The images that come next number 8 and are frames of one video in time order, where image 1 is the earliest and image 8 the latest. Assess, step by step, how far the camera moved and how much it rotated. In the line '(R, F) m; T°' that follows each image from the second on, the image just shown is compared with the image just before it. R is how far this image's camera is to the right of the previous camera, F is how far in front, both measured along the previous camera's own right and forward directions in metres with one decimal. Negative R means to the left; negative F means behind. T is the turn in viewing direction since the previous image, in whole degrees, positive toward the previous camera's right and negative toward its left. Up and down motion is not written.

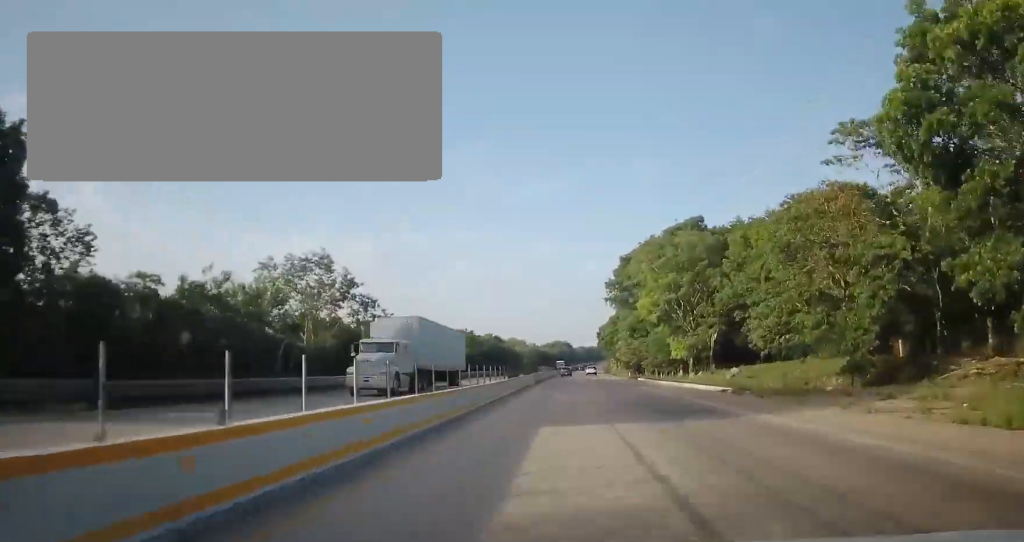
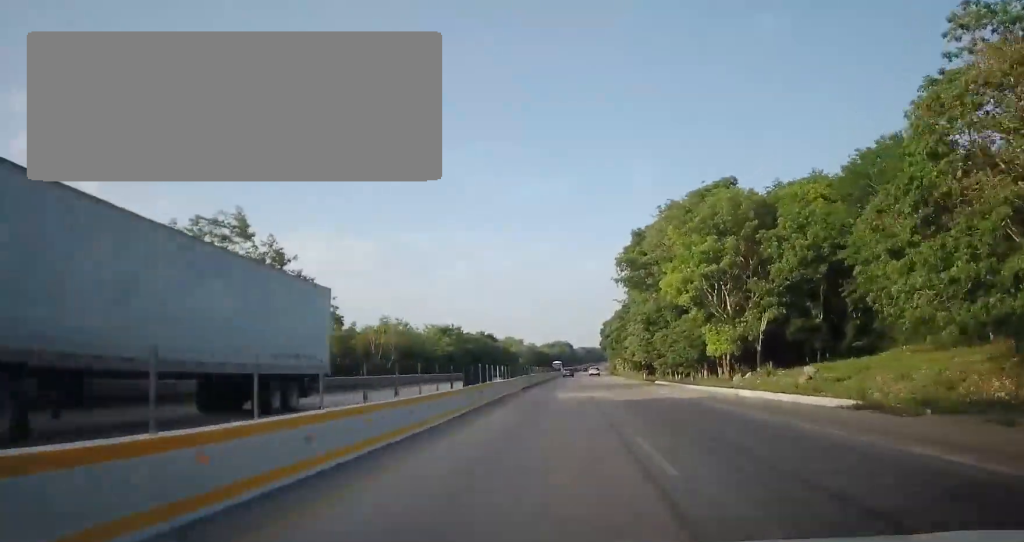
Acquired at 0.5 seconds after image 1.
(0.0, +15.0) m; 0°
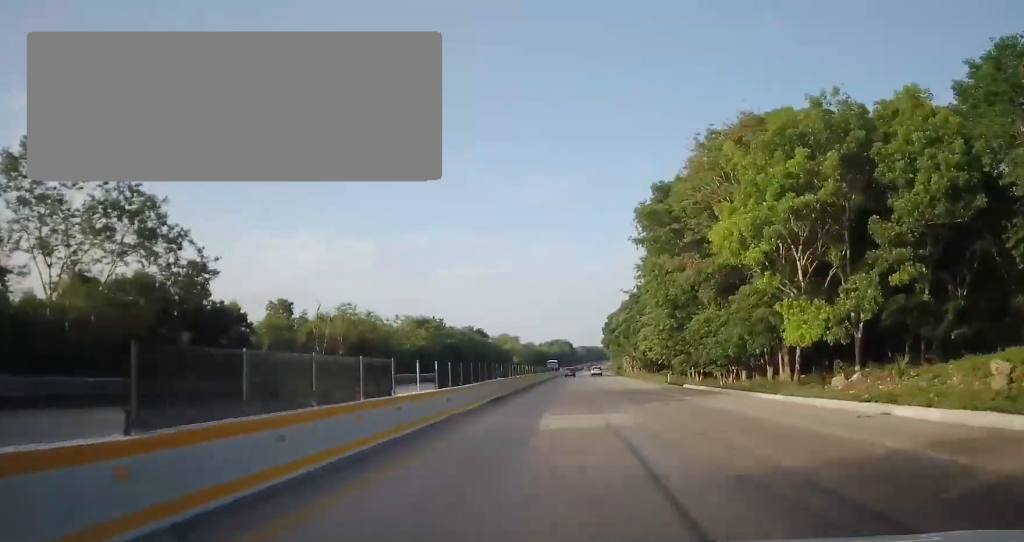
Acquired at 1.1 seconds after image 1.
(-0.2, +15.9) m; 0°
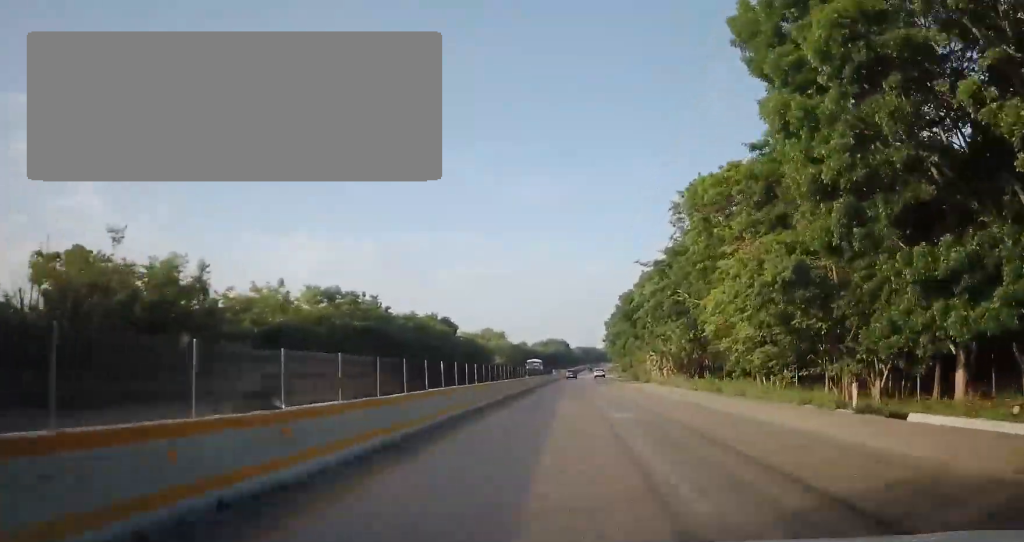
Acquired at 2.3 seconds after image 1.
(+0.2, +32.2) m; +1°
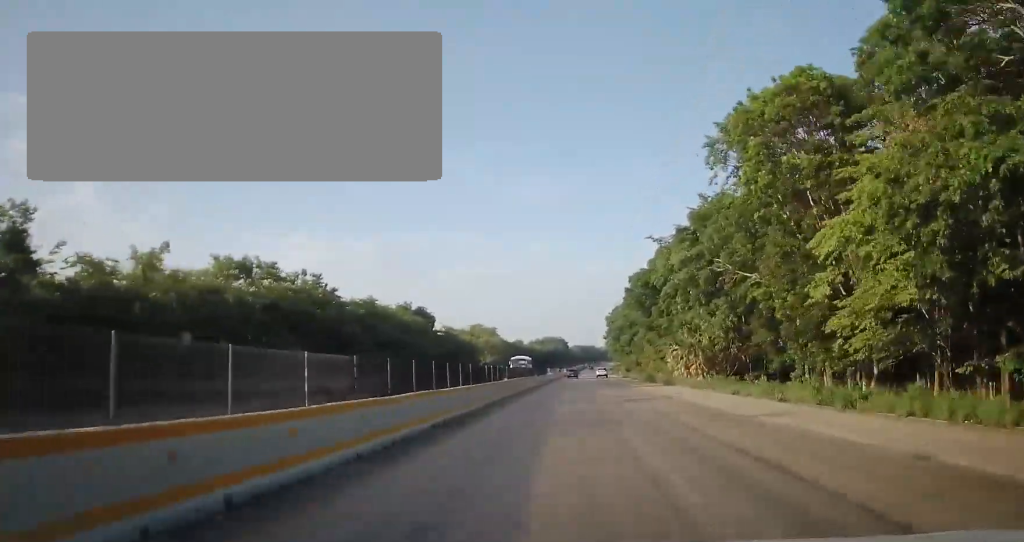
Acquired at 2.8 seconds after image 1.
(0.0, +14.9) m; 0°
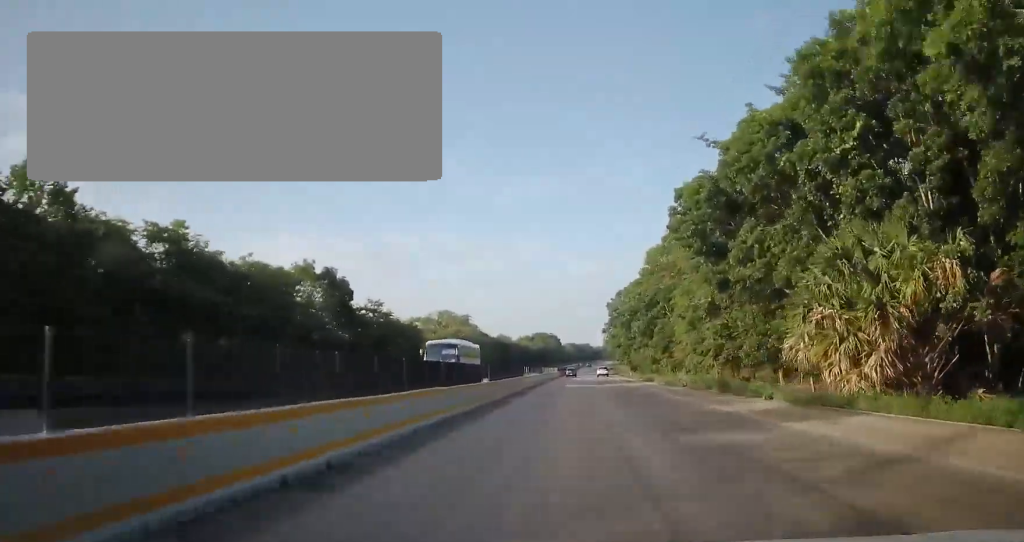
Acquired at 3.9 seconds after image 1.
(+0.2, +29.8) m; +1°
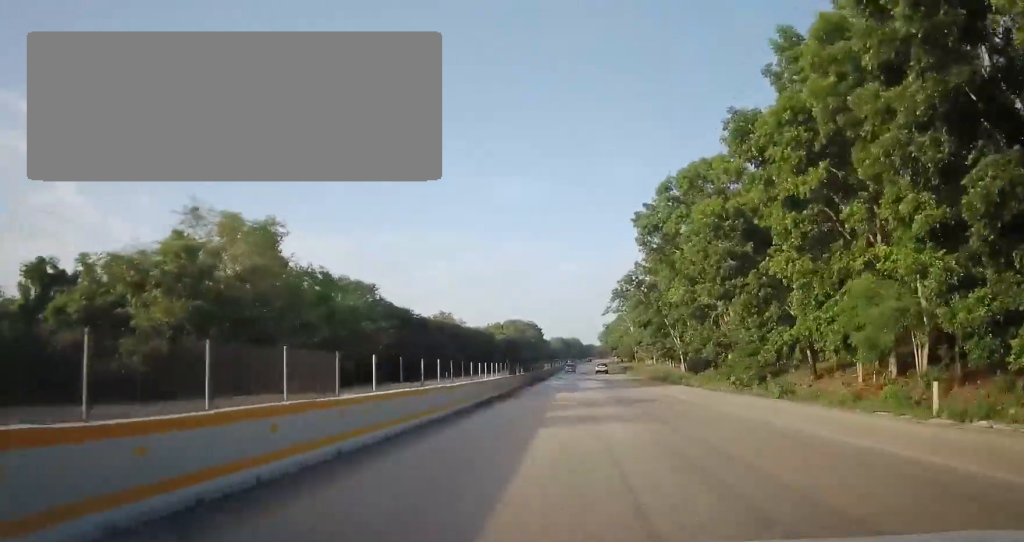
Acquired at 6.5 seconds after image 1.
(+0.2, +72.7) m; 0°
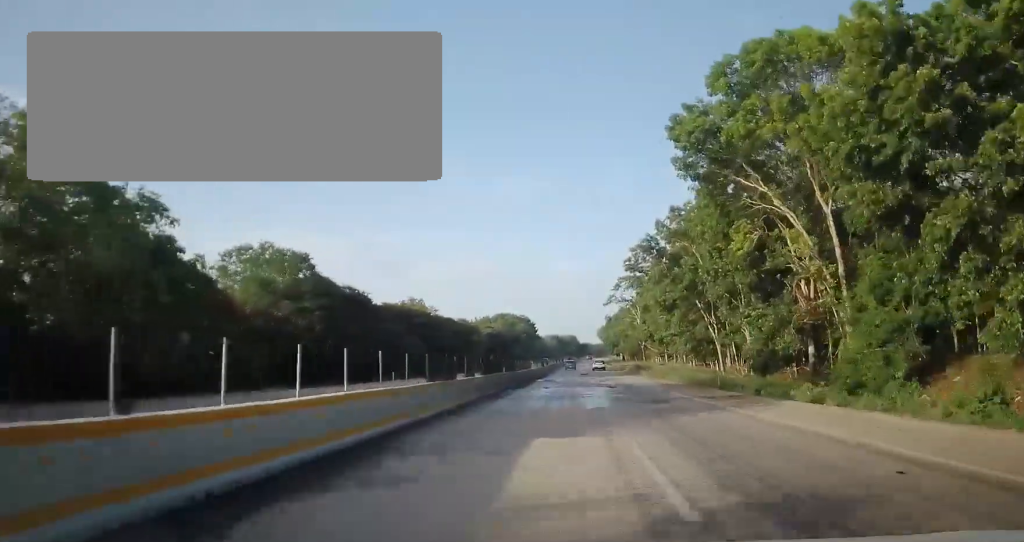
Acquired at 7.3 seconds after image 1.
(-0.3, +21.6) m; +1°
